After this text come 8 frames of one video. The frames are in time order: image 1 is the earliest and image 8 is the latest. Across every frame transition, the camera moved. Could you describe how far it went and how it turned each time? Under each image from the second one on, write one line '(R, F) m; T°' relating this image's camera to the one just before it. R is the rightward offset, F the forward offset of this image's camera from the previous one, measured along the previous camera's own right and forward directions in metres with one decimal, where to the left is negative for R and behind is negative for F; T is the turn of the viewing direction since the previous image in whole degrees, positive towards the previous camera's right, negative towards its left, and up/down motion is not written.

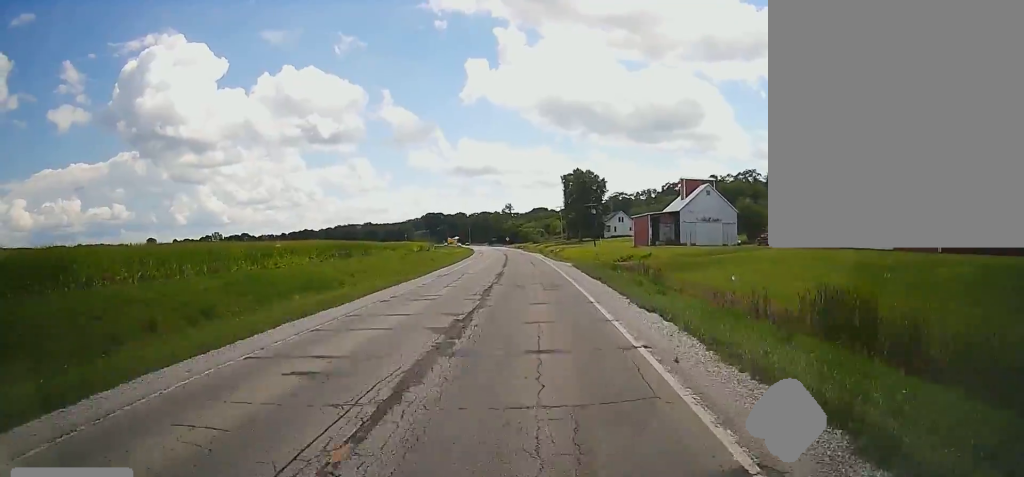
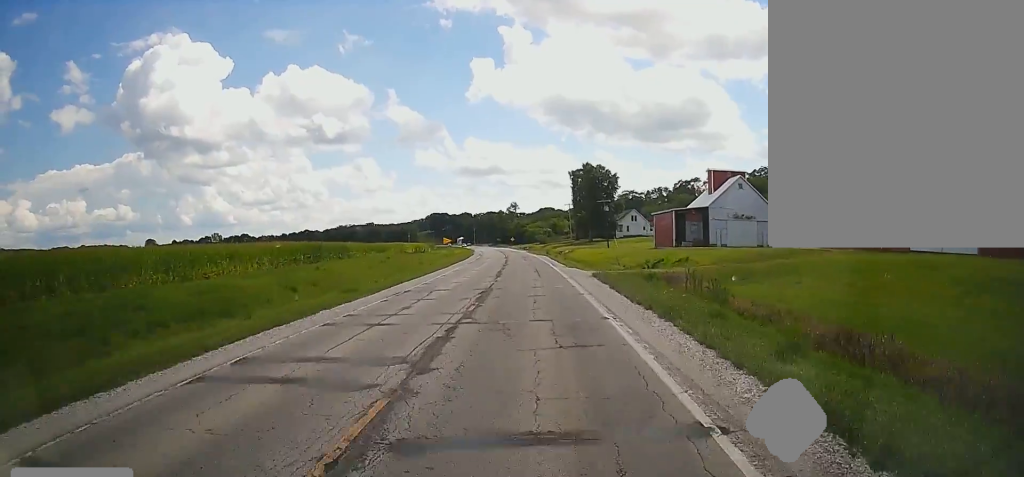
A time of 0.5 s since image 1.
(-0.2, +12.7) m; -1°
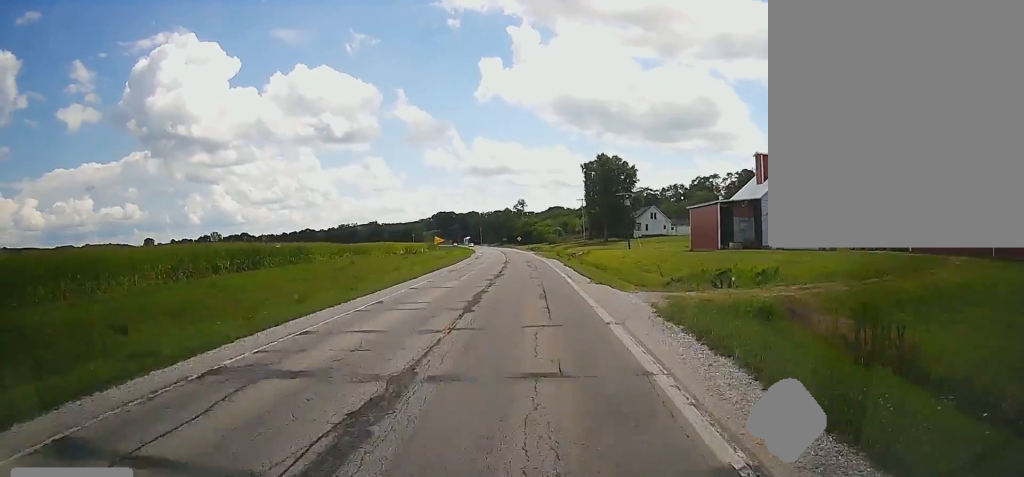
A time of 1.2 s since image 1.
(0.0, +16.6) m; 0°
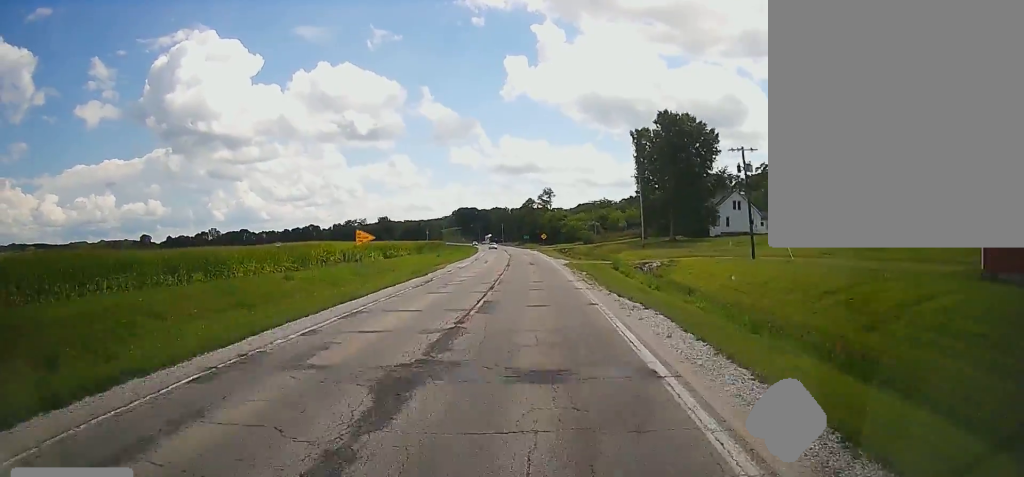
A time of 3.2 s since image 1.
(-1.1, +47.4) m; -3°
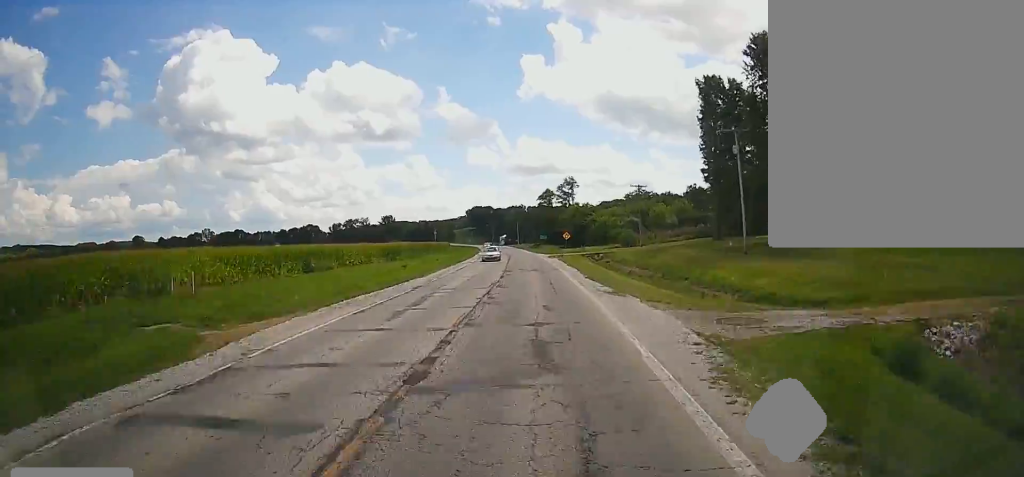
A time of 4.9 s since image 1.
(-0.5, +38.6) m; -1°
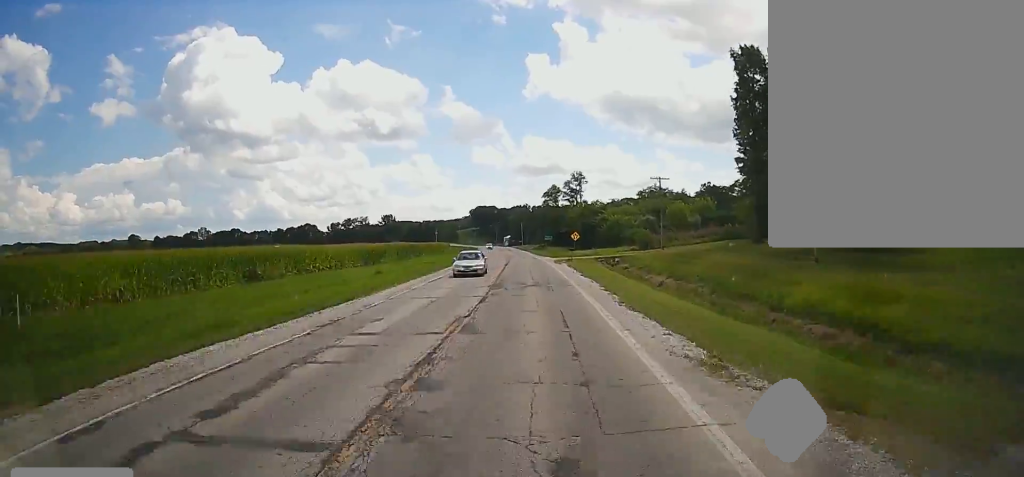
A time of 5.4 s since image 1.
(-0.1, +12.6) m; 0°
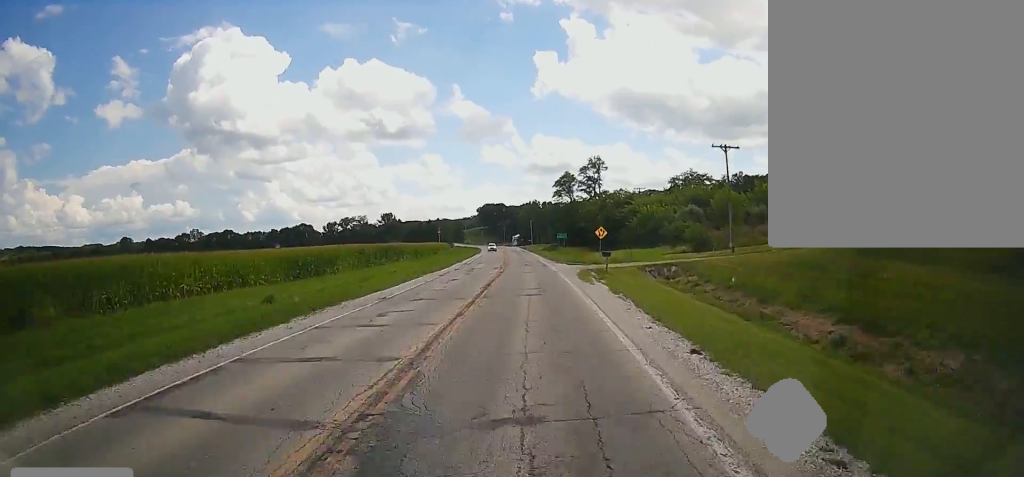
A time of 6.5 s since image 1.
(0.0, +25.2) m; -2°
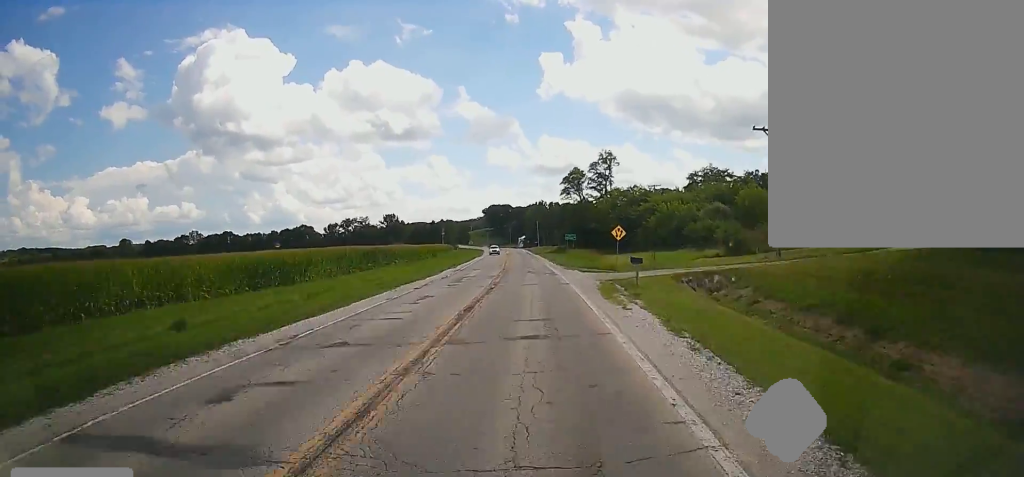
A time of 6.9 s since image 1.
(-0.2, +9.4) m; -1°
